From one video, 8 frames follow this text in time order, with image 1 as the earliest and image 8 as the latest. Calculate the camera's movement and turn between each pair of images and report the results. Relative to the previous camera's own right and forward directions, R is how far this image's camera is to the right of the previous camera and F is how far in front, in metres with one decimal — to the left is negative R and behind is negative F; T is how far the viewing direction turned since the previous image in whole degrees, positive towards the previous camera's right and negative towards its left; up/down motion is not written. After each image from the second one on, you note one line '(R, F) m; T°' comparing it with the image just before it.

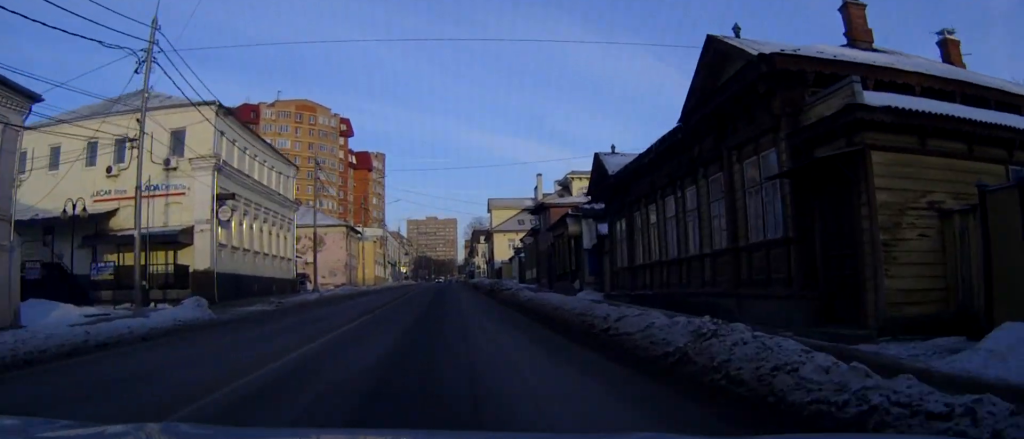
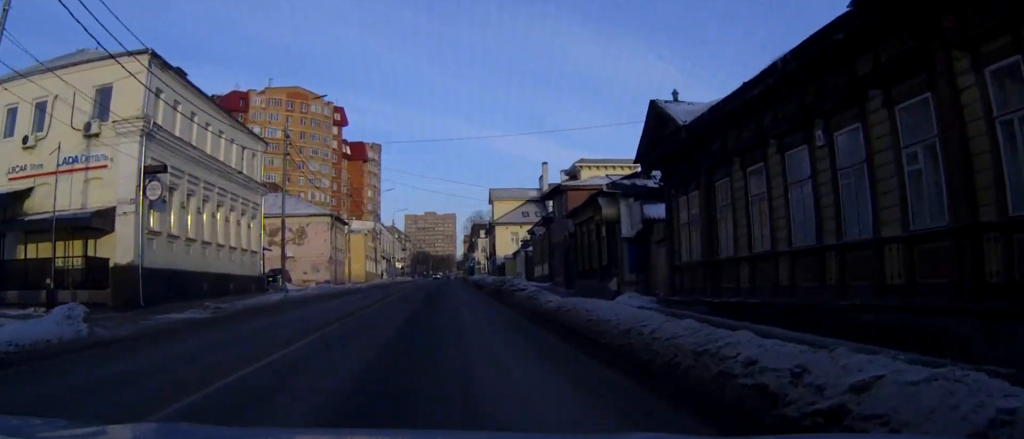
(0.0, +8.6) m; 0°
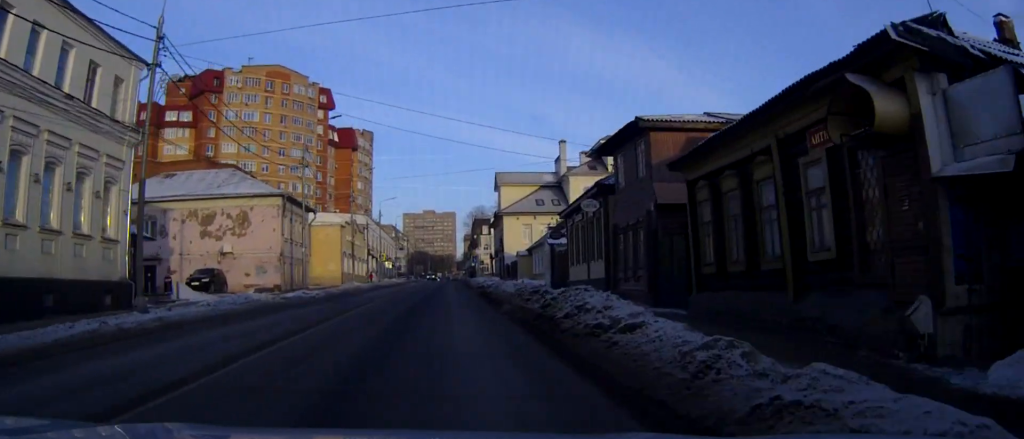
(0.0, +18.8) m; 0°
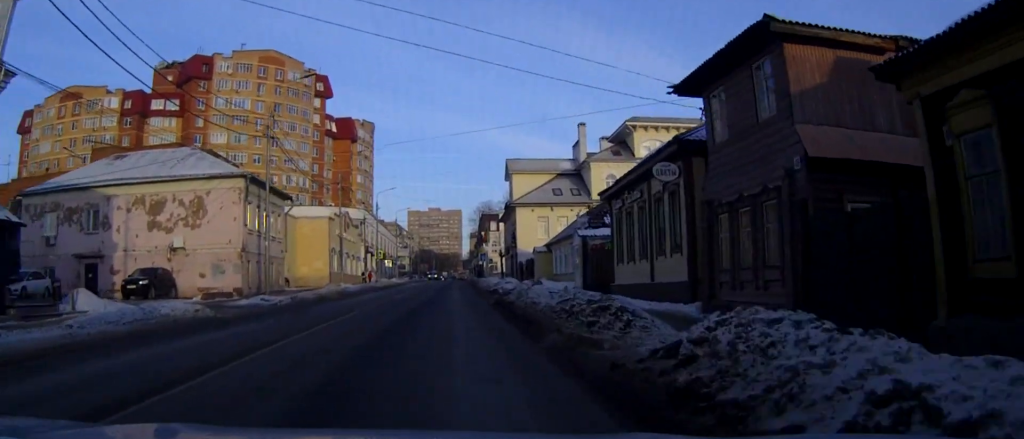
(0.0, +10.3) m; -1°
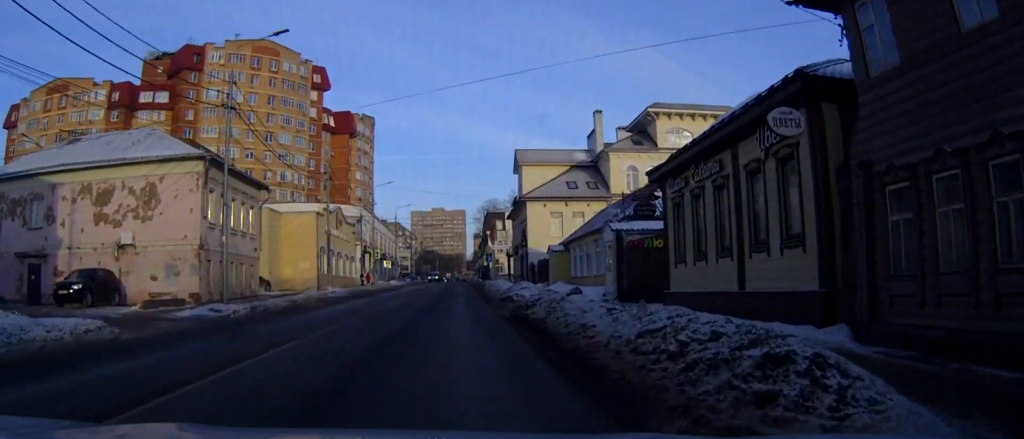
(0.0, +7.4) m; -1°
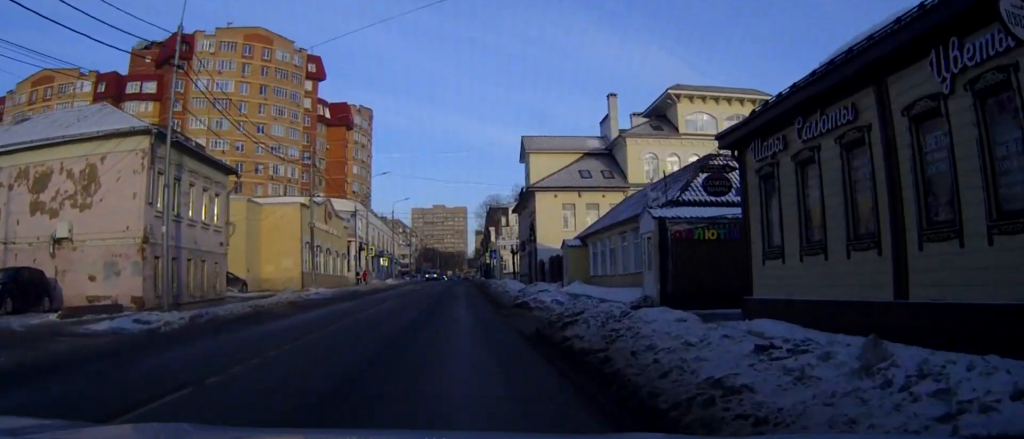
(-0.1, +6.4) m; 0°
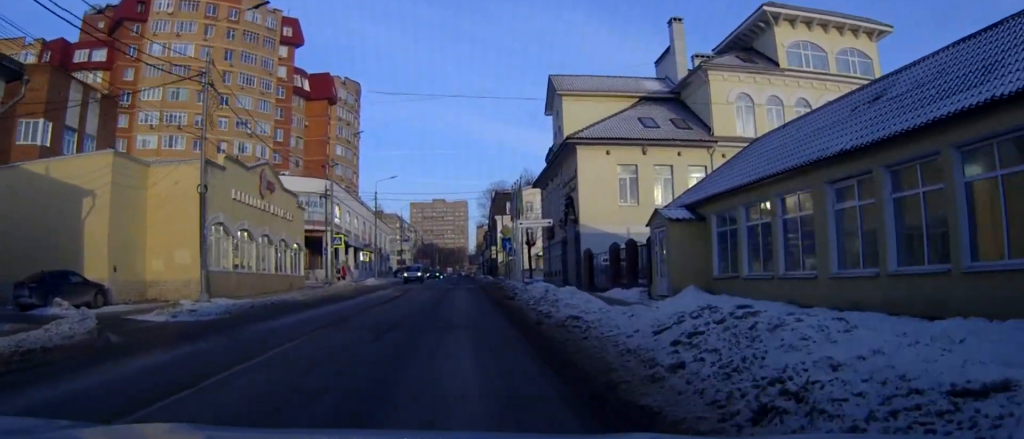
(0.0, +20.3) m; 0°
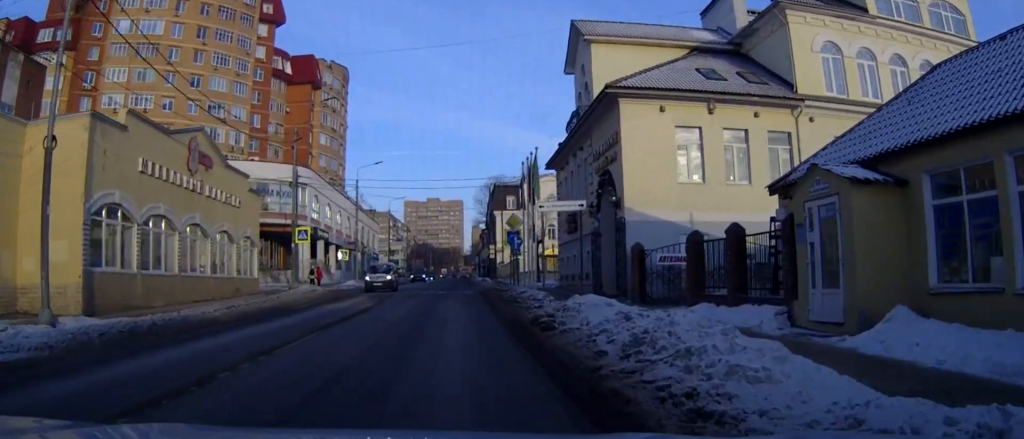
(0.0, +11.2) m; 0°
